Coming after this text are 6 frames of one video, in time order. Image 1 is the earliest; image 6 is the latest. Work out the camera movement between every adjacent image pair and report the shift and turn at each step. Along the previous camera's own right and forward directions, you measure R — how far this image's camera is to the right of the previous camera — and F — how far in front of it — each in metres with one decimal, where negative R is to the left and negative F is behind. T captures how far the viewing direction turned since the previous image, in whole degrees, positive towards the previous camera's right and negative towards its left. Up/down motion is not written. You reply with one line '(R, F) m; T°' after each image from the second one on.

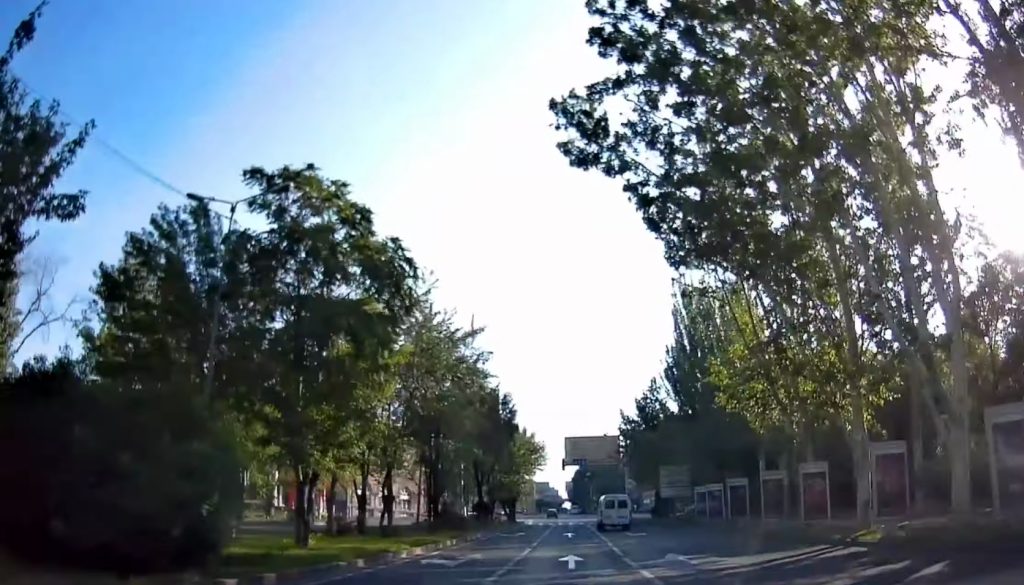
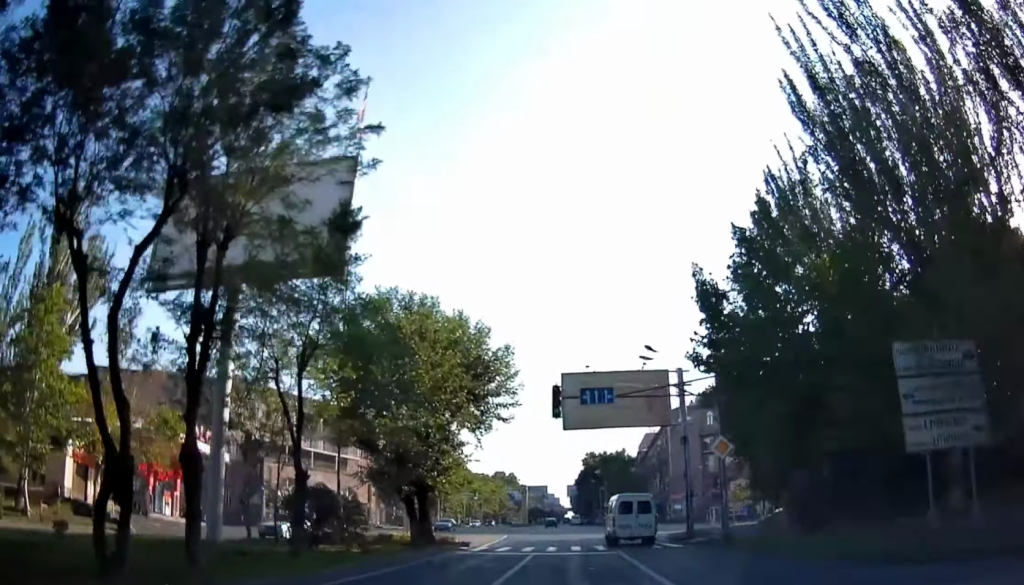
(+0.2, +38.6) m; -1°
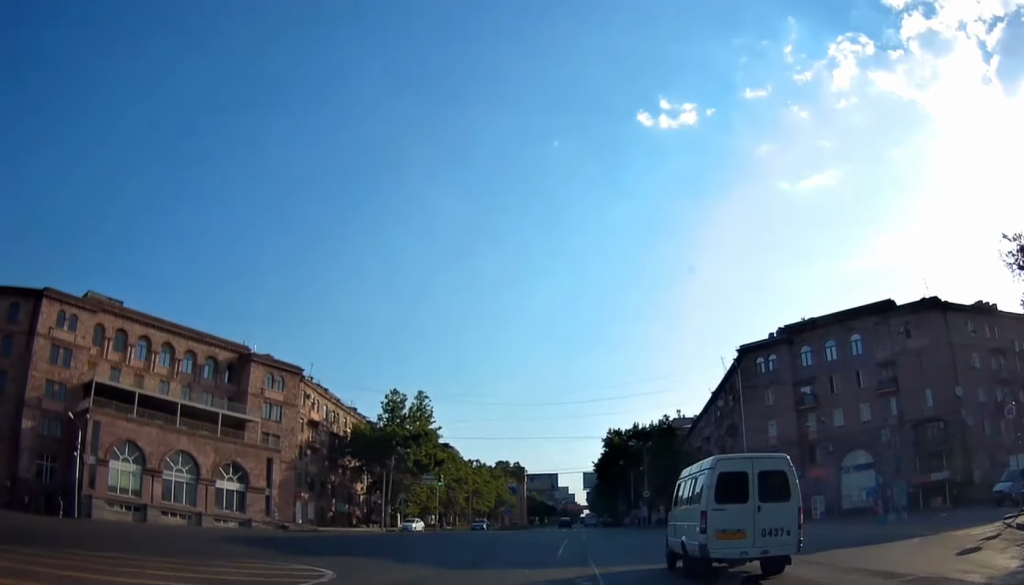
(-0.1, +42.2) m; 0°
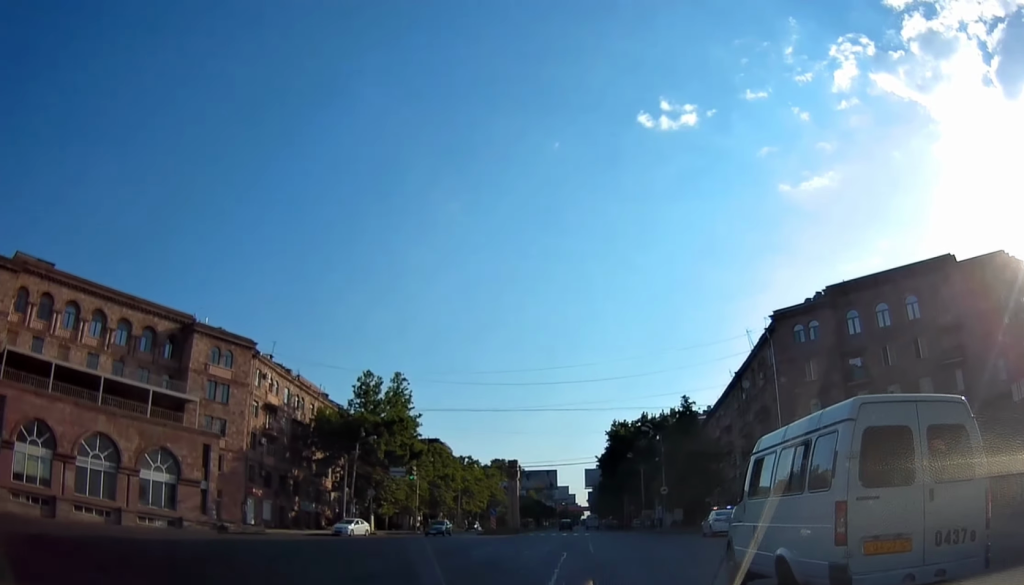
(-0.2, +12.9) m; -1°
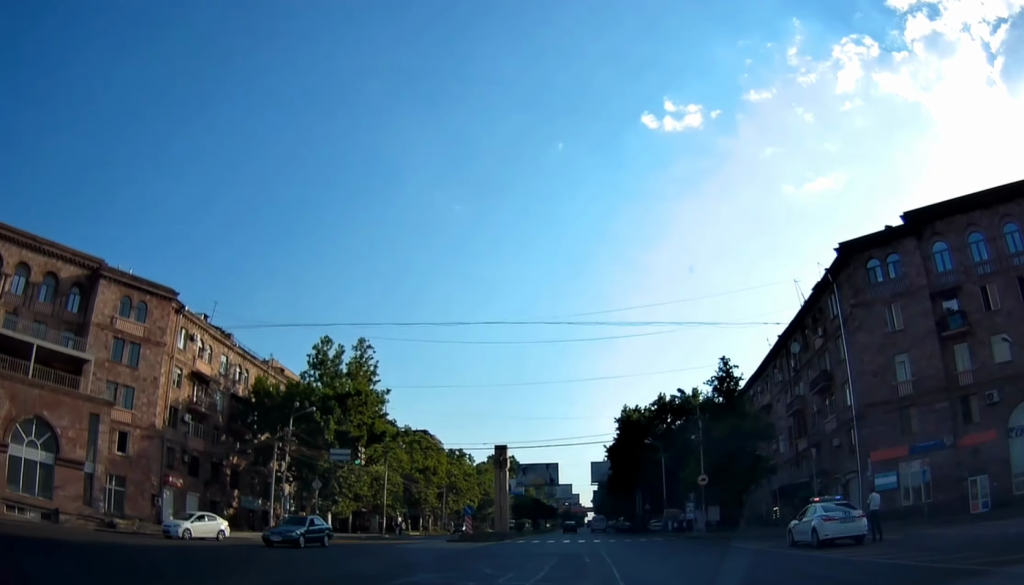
(-0.2, +16.0) m; -1°
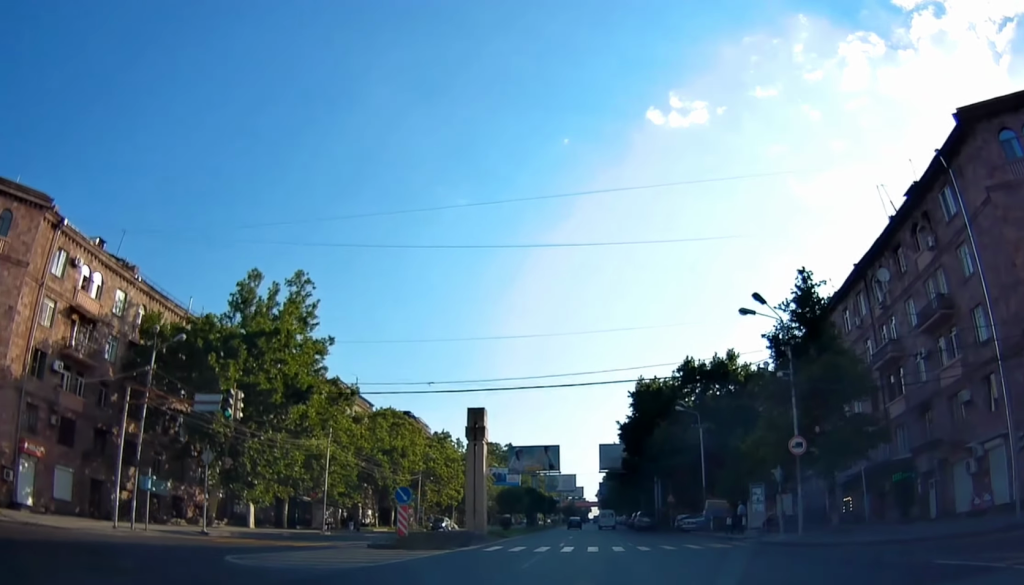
(-0.2, +17.7) m; 0°
